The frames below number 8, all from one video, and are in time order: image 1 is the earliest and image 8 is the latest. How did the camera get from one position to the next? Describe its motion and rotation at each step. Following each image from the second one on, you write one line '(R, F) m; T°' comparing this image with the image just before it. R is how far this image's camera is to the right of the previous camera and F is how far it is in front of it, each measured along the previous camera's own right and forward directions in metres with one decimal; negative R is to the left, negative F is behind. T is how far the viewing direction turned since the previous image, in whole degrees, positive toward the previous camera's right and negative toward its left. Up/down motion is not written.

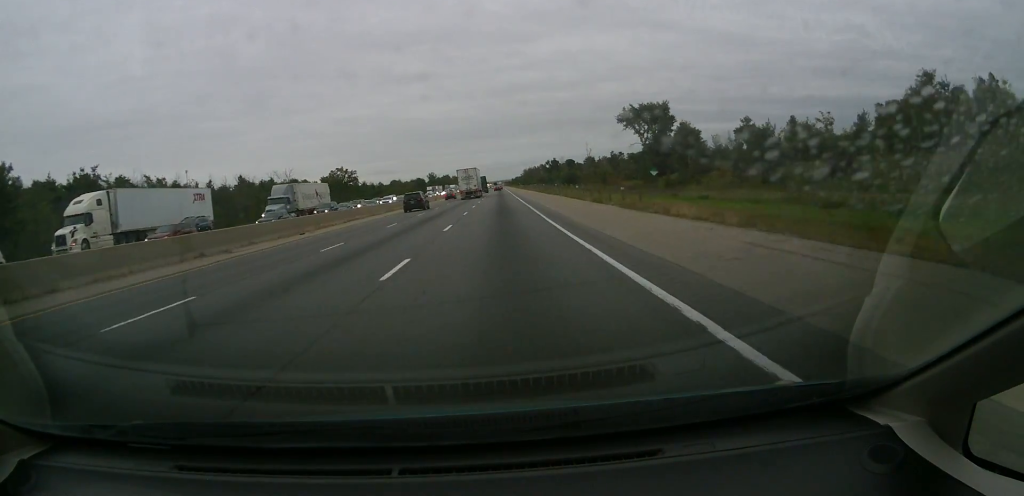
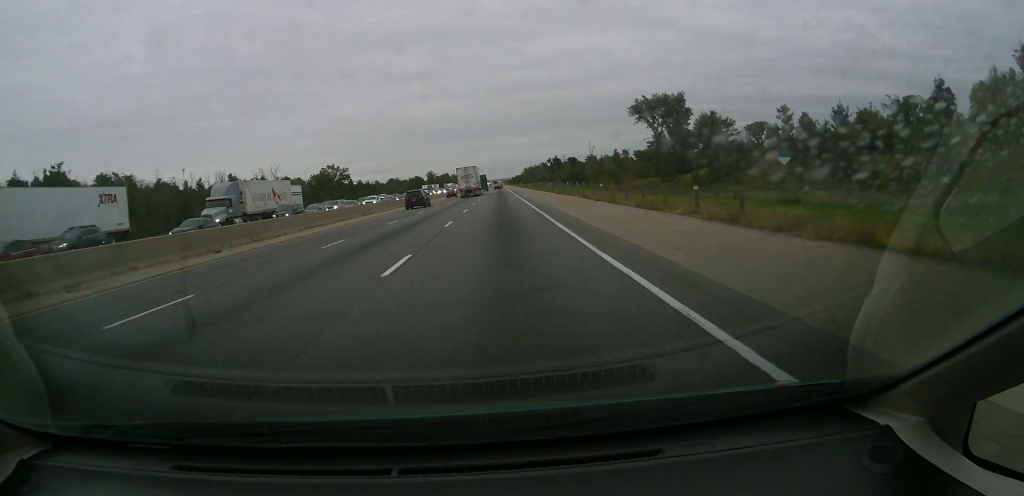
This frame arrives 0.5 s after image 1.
(+0.1, +11.7) m; -1°
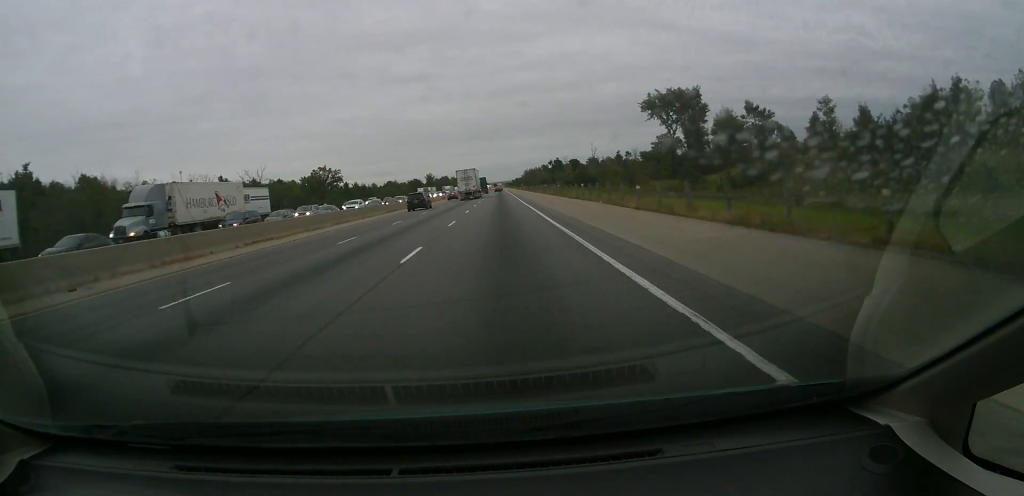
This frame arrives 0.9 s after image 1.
(-0.1, +10.2) m; 0°
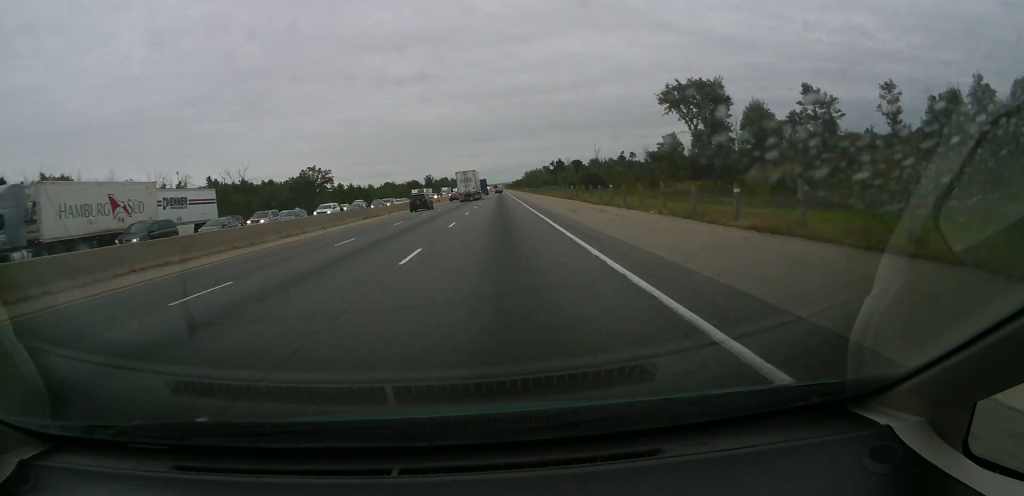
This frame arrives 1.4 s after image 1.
(-0.3, +11.8) m; 0°
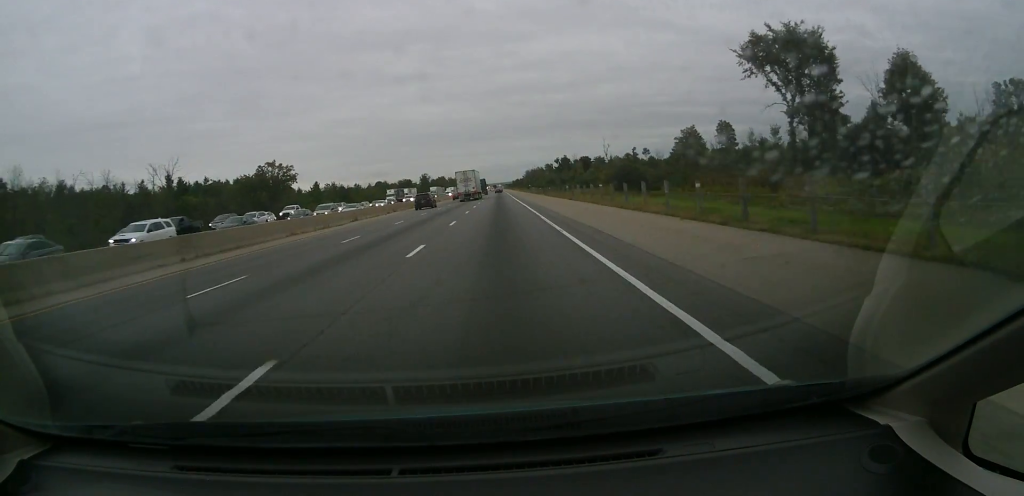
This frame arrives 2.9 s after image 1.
(+0.6, +34.3) m; +2°
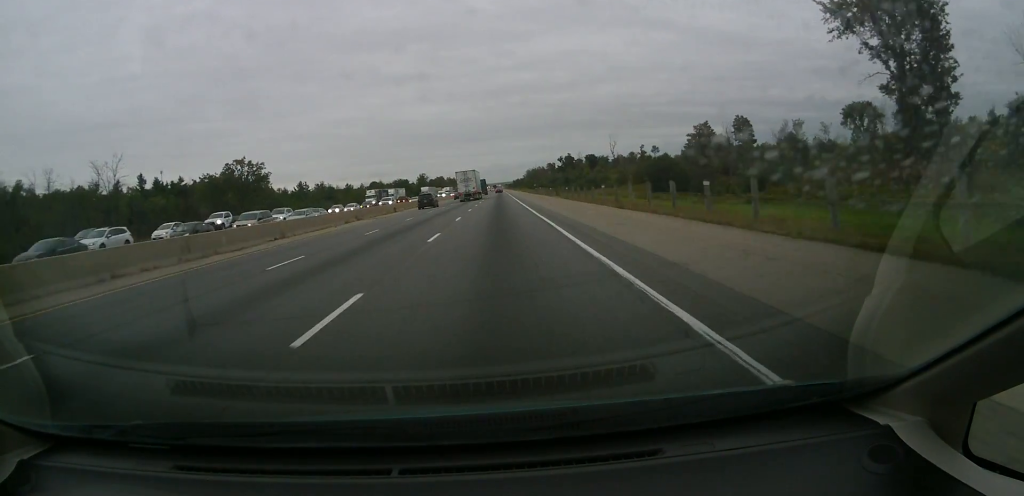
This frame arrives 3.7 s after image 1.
(+0.1, +19.6) m; -1°
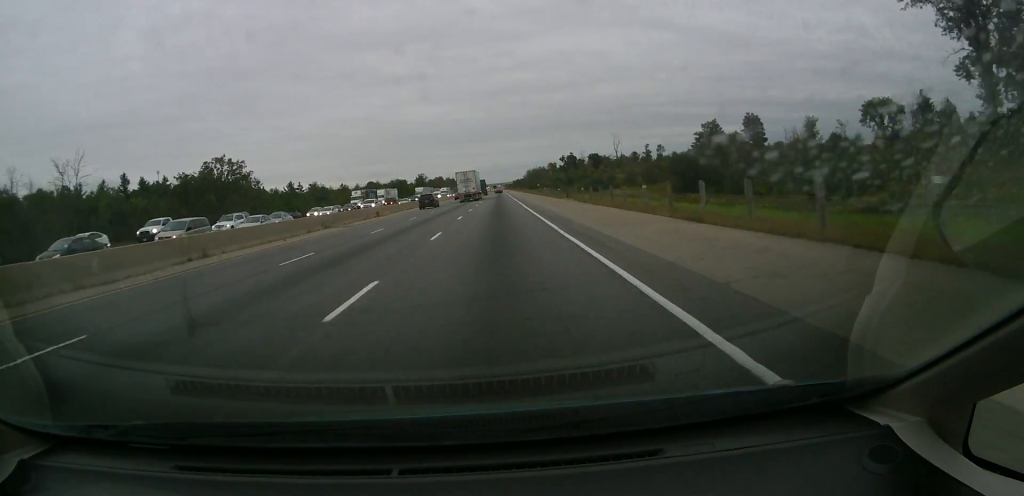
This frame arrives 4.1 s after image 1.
(-0.2, +10.7) m; -1°
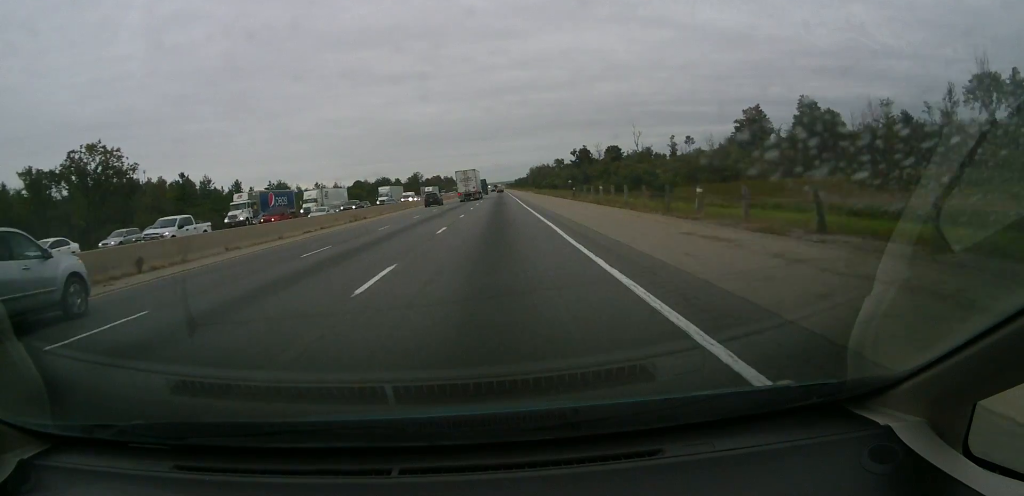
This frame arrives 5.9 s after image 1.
(-0.5, +45.3) m; 0°
